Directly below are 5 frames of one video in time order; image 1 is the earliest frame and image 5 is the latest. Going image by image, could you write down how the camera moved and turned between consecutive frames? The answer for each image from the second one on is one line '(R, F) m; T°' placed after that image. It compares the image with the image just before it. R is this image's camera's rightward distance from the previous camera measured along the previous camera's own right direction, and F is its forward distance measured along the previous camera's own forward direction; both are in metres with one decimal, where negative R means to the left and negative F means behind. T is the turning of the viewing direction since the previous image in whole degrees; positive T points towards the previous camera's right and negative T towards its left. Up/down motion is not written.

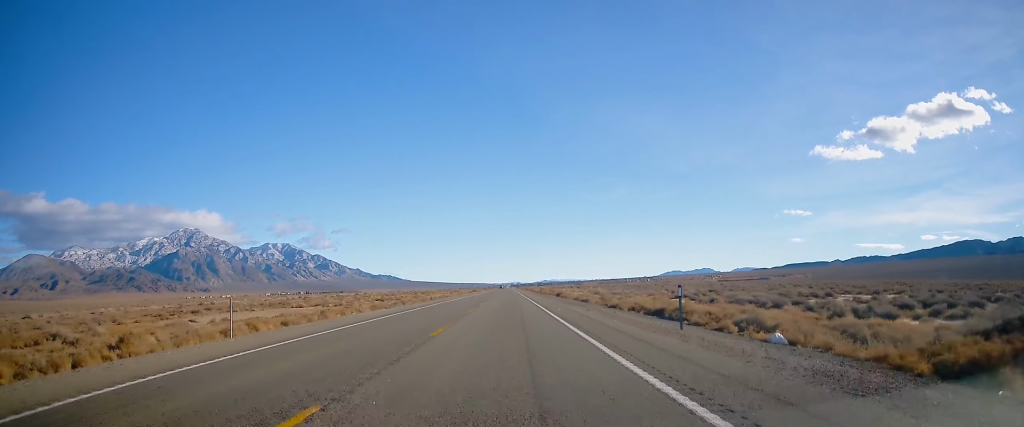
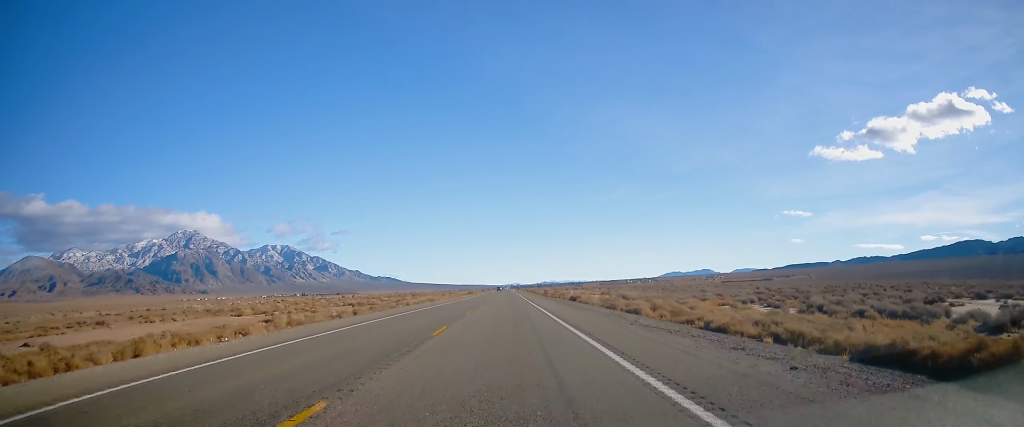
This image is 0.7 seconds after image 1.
(+0.3, +24.3) m; +1°
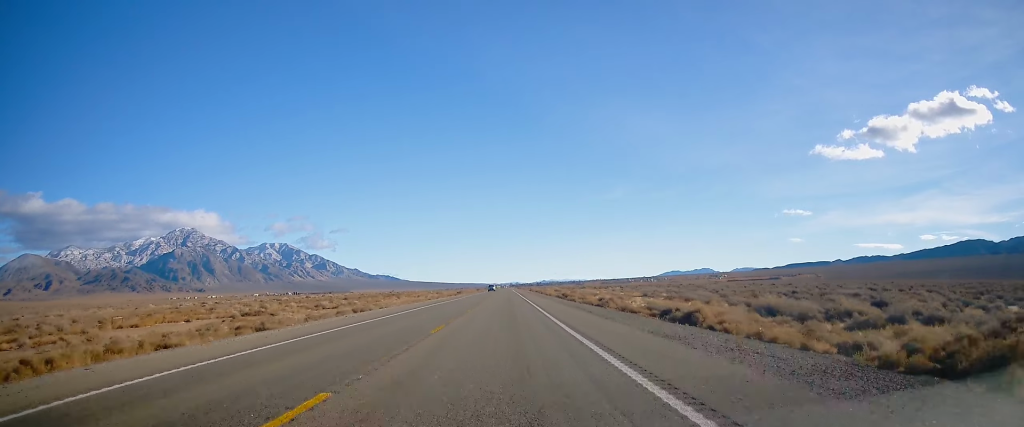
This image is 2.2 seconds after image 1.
(-0.1, +48.2) m; -1°
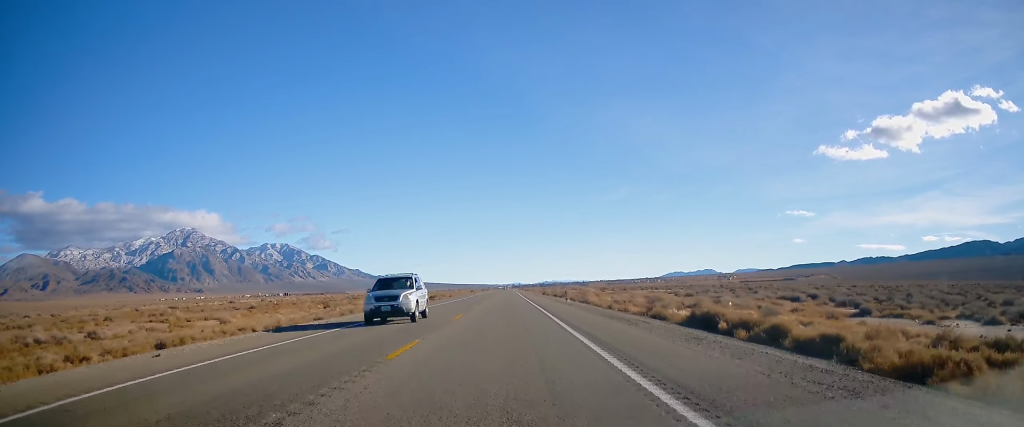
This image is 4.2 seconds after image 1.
(-0.5, +66.4) m; 0°
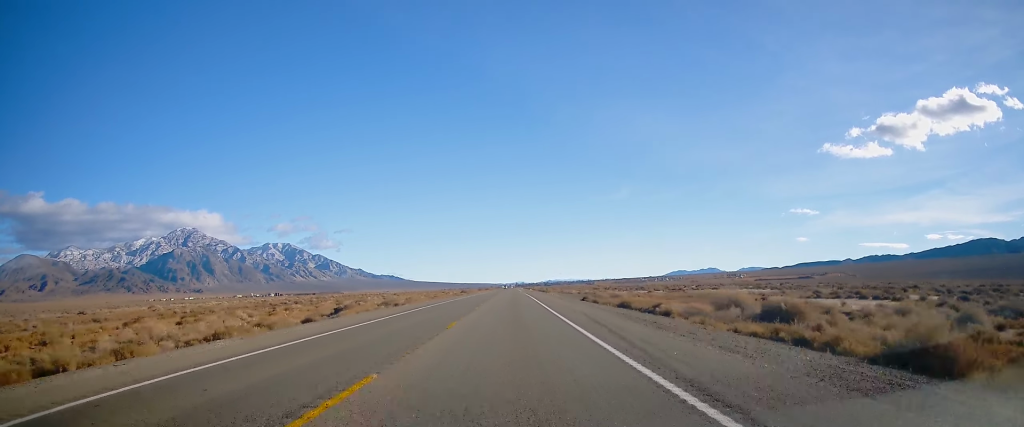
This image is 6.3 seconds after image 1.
(+0.1, +66.5) m; 0°
